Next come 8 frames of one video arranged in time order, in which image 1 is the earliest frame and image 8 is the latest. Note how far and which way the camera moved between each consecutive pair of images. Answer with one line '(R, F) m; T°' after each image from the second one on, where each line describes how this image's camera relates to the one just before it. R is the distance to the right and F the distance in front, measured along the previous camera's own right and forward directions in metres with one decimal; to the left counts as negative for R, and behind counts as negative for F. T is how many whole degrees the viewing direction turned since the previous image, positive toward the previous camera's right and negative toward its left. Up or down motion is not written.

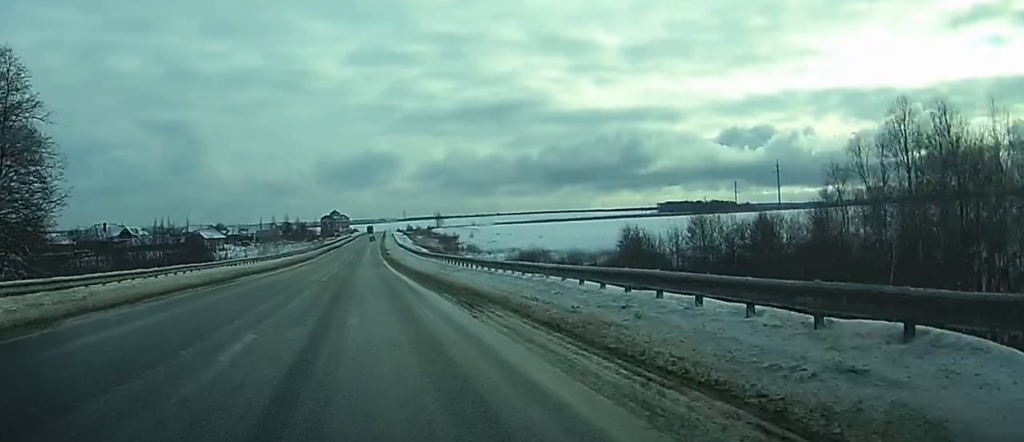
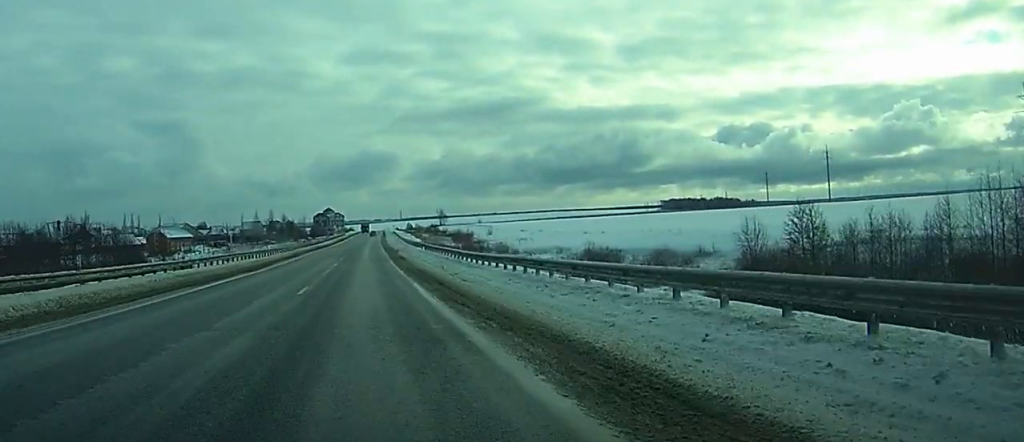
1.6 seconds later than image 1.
(+0.1, +47.6) m; 0°
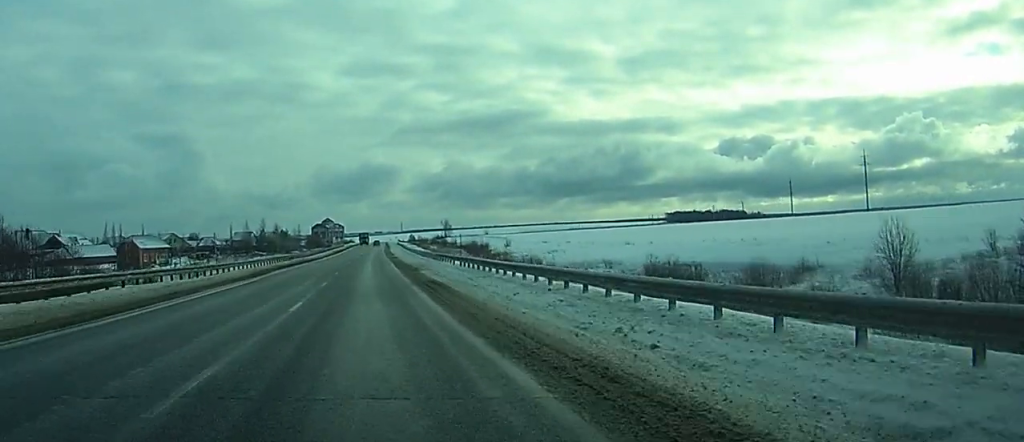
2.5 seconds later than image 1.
(0.0, +28.0) m; 0°
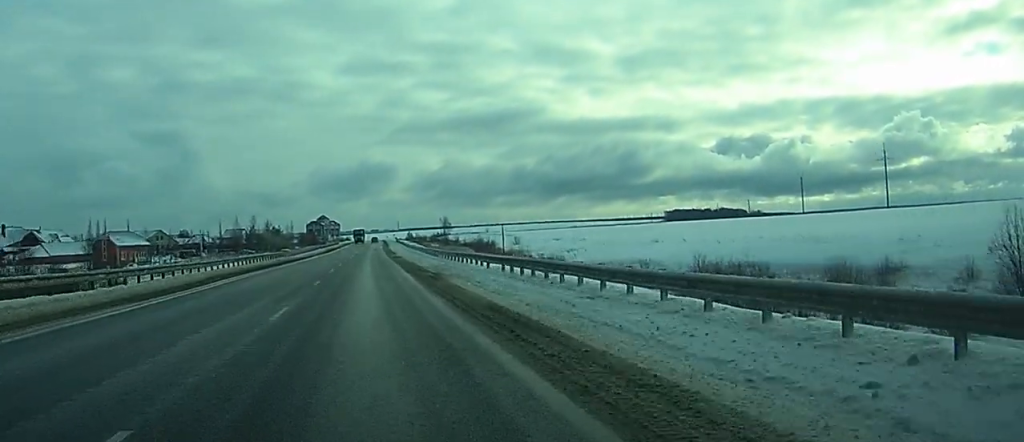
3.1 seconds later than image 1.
(-0.1, +16.0) m; 0°
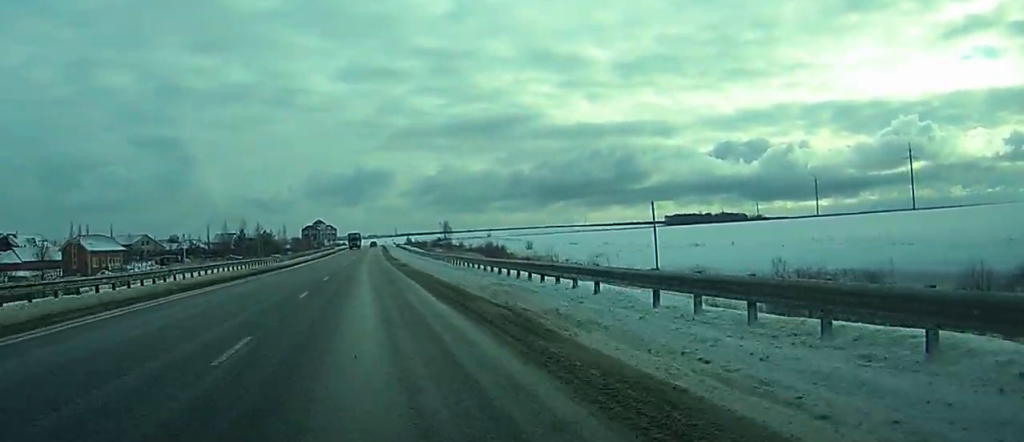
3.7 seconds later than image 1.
(+0.2, +17.9) m; 0°
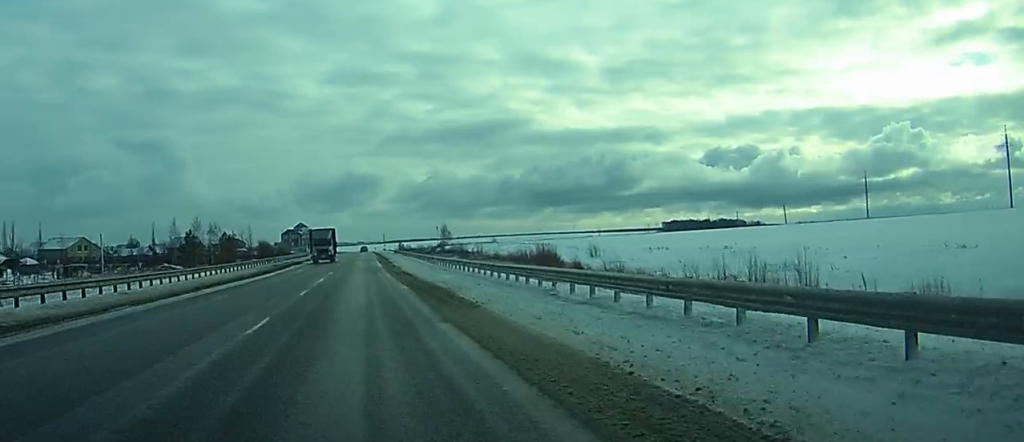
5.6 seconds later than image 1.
(+0.5, +56.7) m; +2°
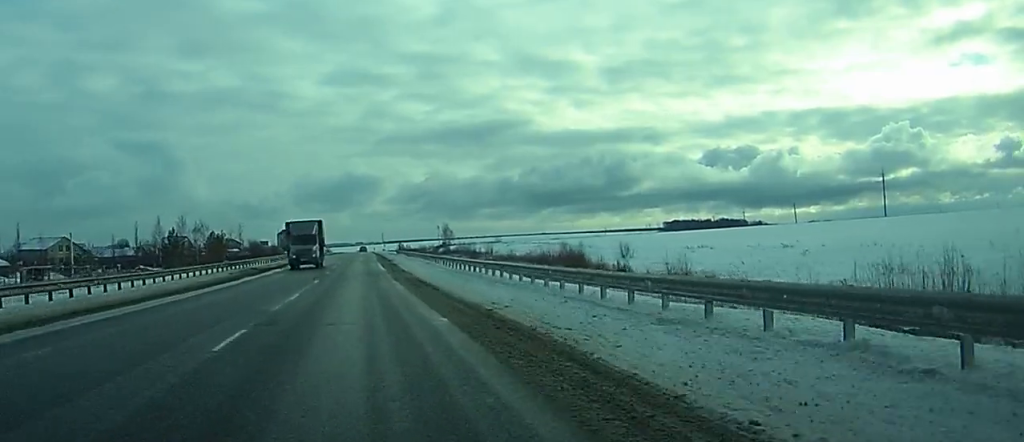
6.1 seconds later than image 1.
(-0.1, +14.9) m; +1°
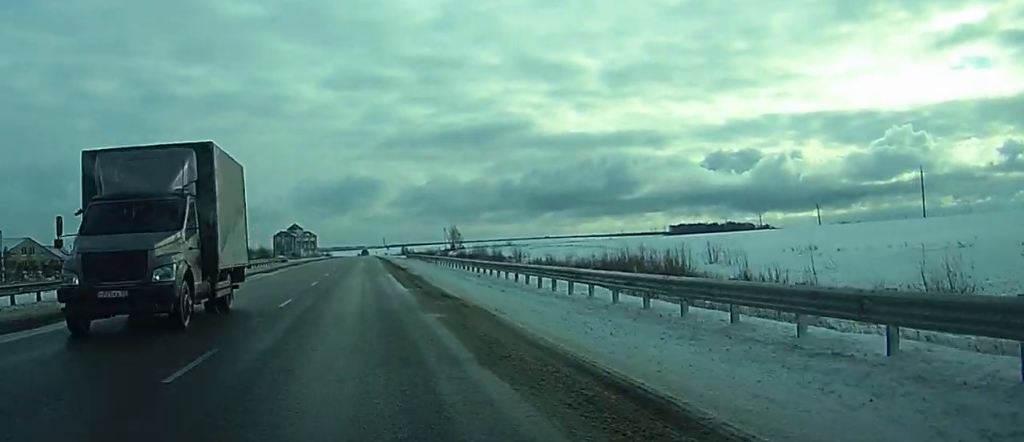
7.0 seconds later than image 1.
(+0.6, +27.0) m; -1°
